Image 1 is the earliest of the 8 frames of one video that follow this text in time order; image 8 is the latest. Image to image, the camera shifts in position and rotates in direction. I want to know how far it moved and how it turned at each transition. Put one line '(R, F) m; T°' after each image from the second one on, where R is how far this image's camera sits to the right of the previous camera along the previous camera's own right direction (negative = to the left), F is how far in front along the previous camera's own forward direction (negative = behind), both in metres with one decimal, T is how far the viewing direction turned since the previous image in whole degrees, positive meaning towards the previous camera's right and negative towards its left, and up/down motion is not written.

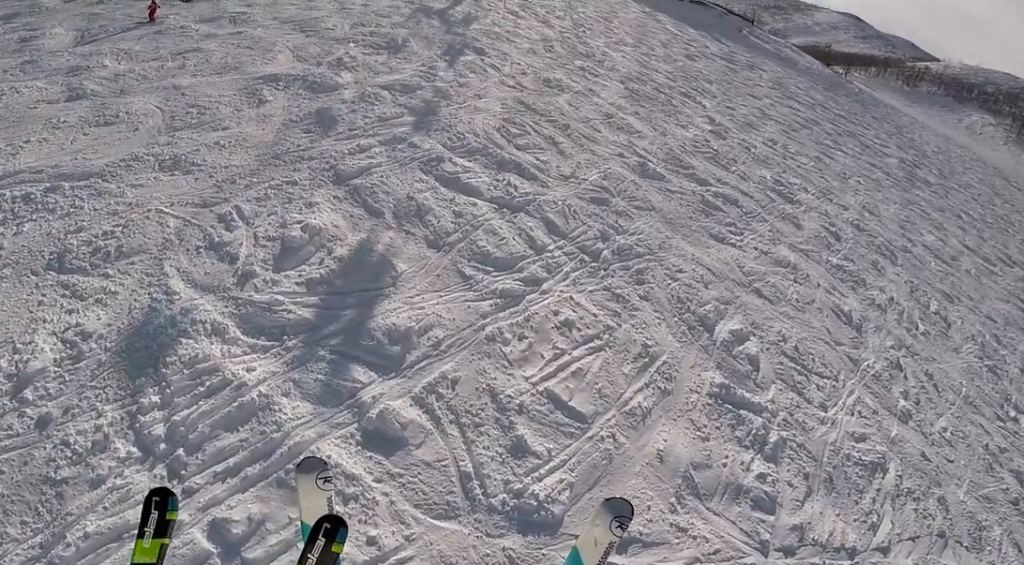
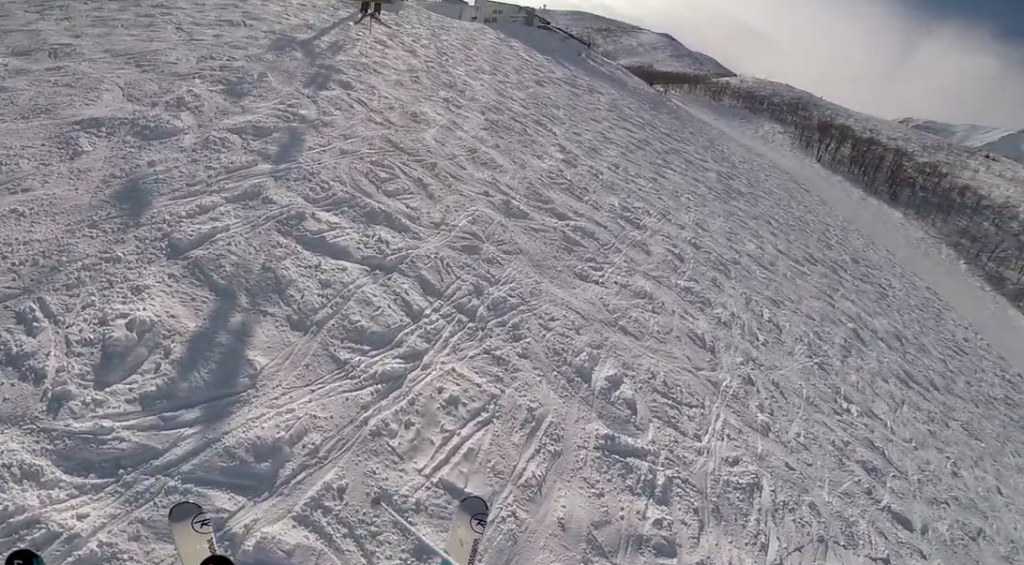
(+0.5, +1.3) m; +23°
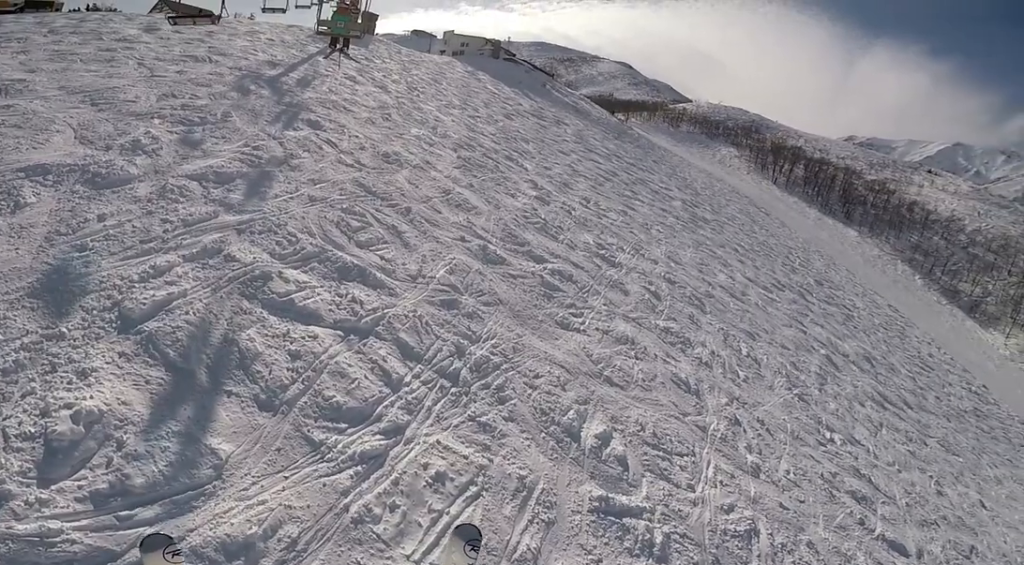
(0.0, +1.0) m; -16°
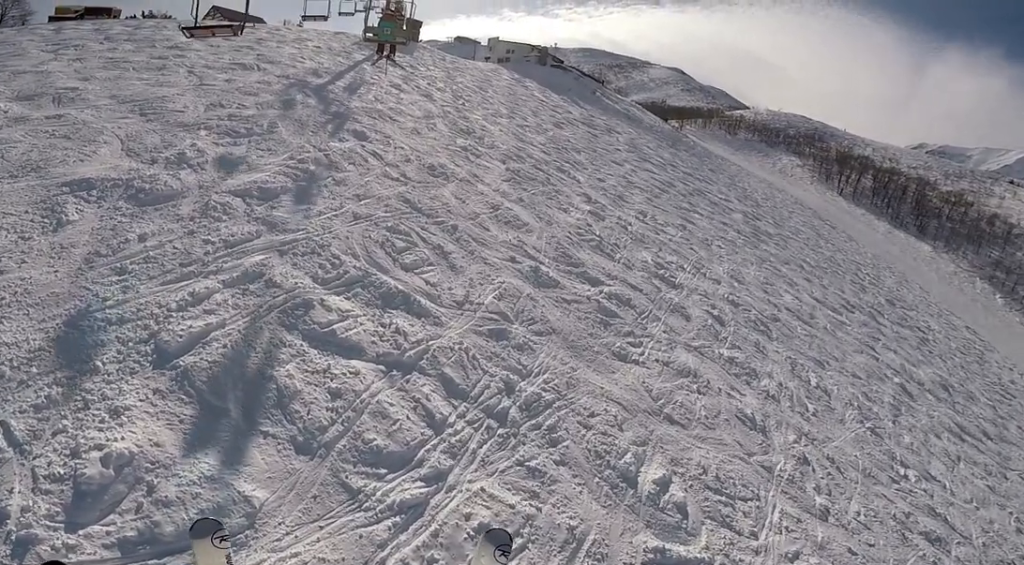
(0.0, +0.9) m; -6°
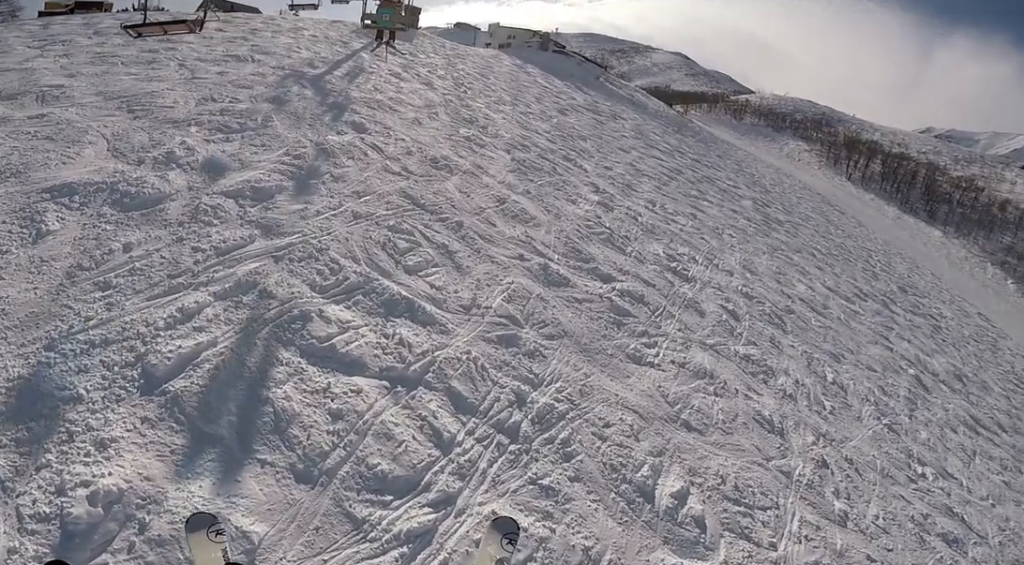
(-0.4, +1.0) m; +9°
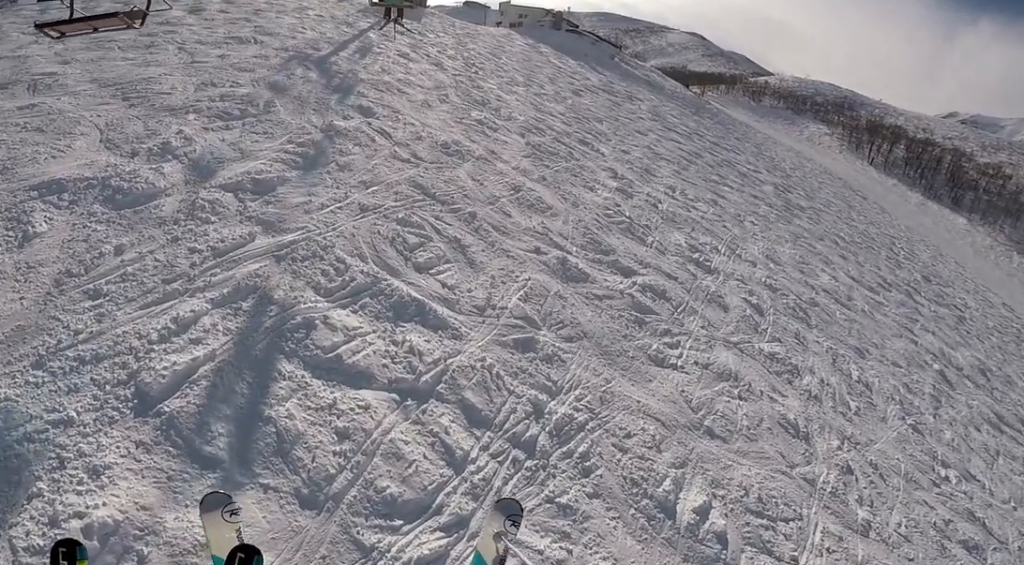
(-0.1, +0.9) m; +5°
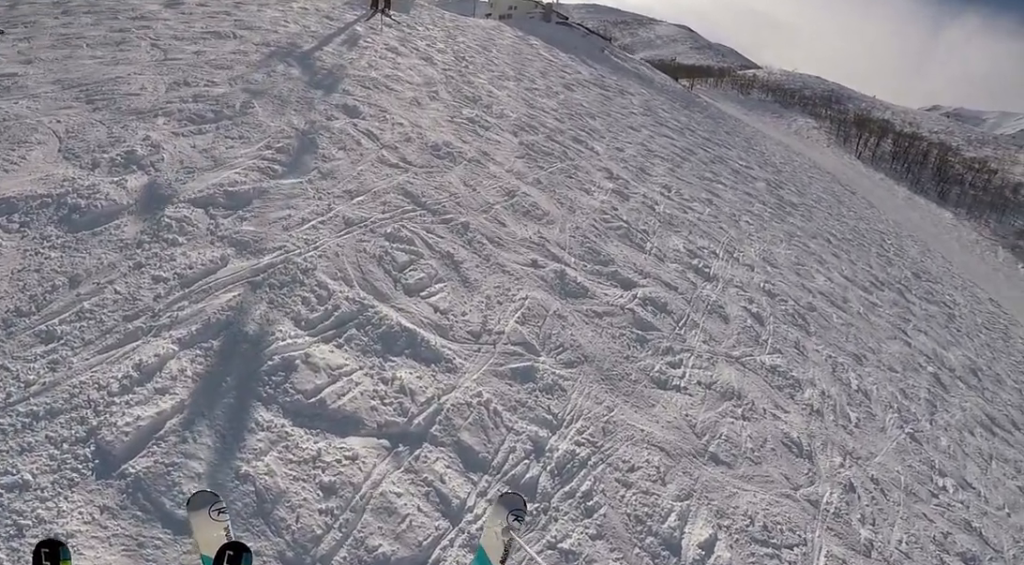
(+1.0, +1.2) m; -5°
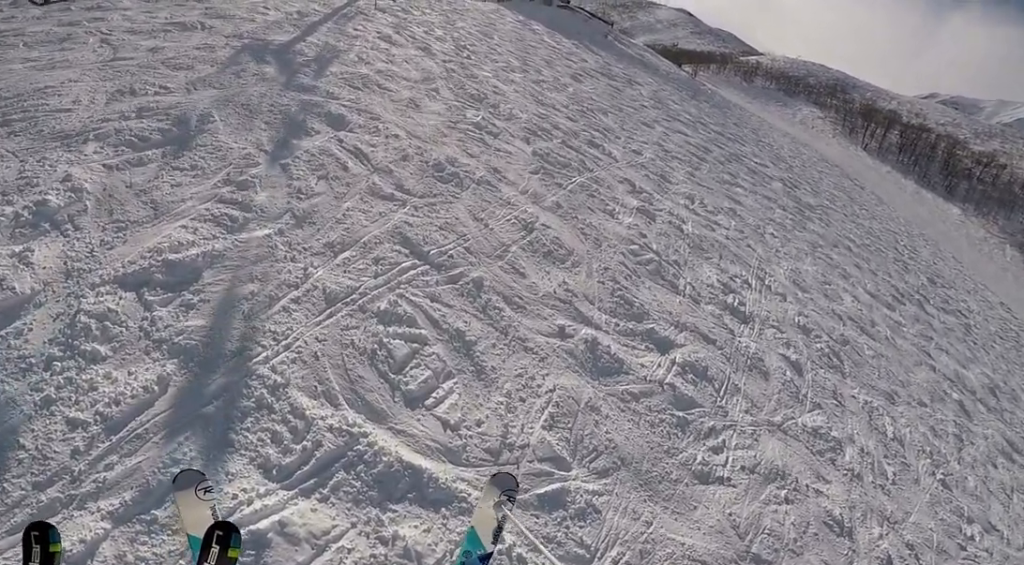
(+0.1, +3.7) m; +7°
